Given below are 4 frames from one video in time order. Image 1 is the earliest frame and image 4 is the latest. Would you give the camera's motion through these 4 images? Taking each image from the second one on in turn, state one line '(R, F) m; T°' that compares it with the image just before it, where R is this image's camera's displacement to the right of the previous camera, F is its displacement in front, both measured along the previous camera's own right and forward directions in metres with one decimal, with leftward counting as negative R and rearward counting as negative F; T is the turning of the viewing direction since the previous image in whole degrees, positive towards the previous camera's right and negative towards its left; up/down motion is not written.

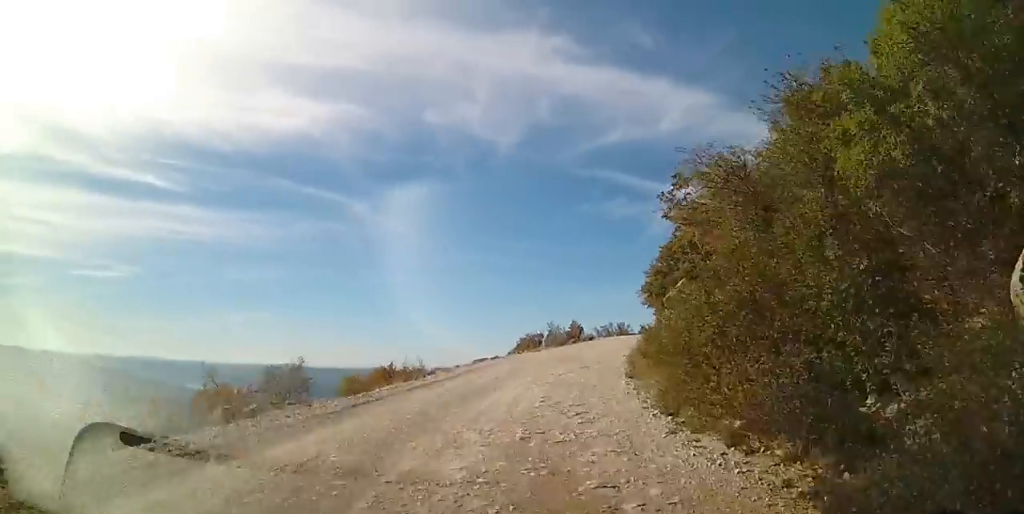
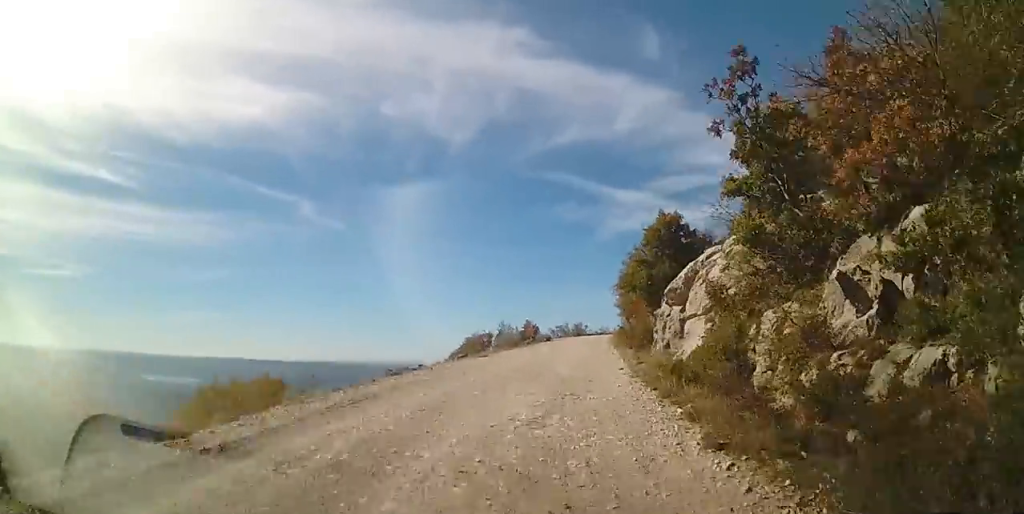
(+0.8, +8.3) m; +7°
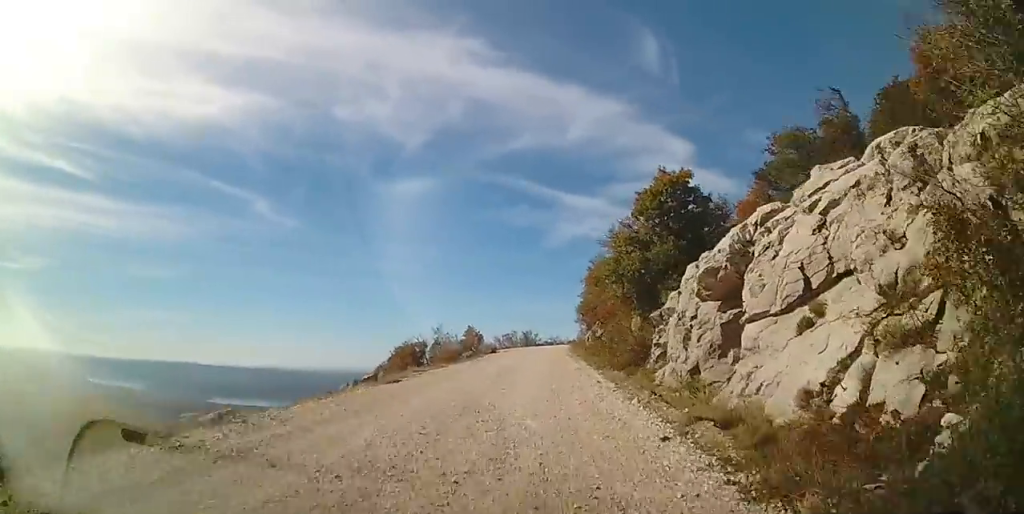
(+0.3, +8.2) m; +5°
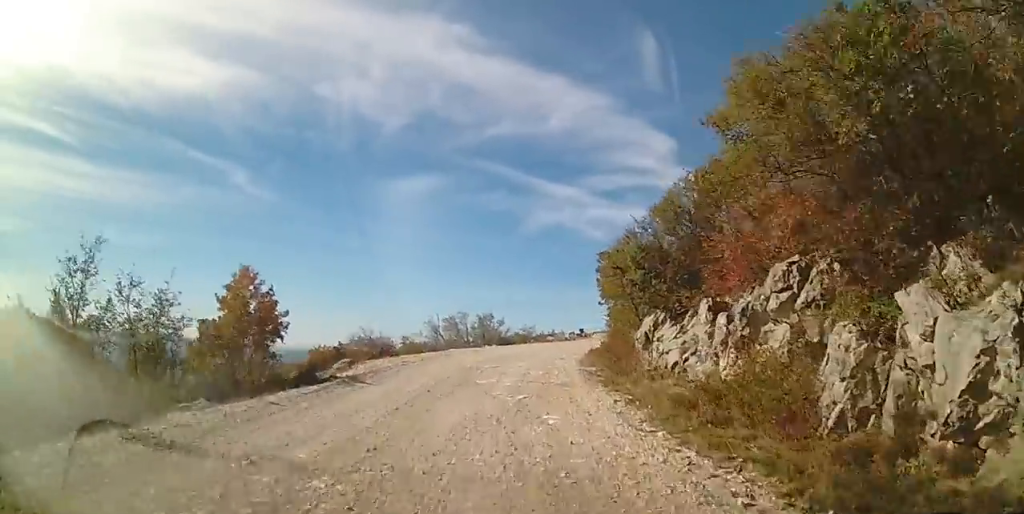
(+0.4, +32.9) m; +2°
